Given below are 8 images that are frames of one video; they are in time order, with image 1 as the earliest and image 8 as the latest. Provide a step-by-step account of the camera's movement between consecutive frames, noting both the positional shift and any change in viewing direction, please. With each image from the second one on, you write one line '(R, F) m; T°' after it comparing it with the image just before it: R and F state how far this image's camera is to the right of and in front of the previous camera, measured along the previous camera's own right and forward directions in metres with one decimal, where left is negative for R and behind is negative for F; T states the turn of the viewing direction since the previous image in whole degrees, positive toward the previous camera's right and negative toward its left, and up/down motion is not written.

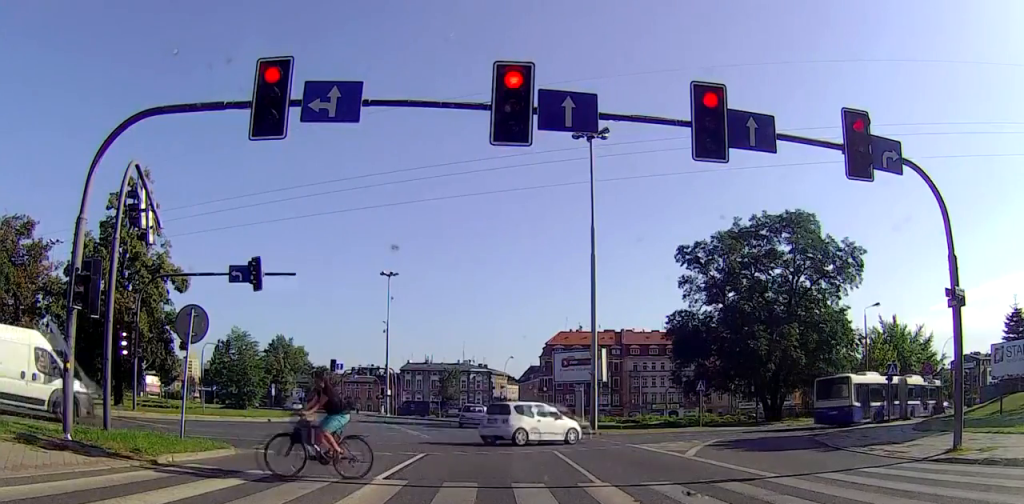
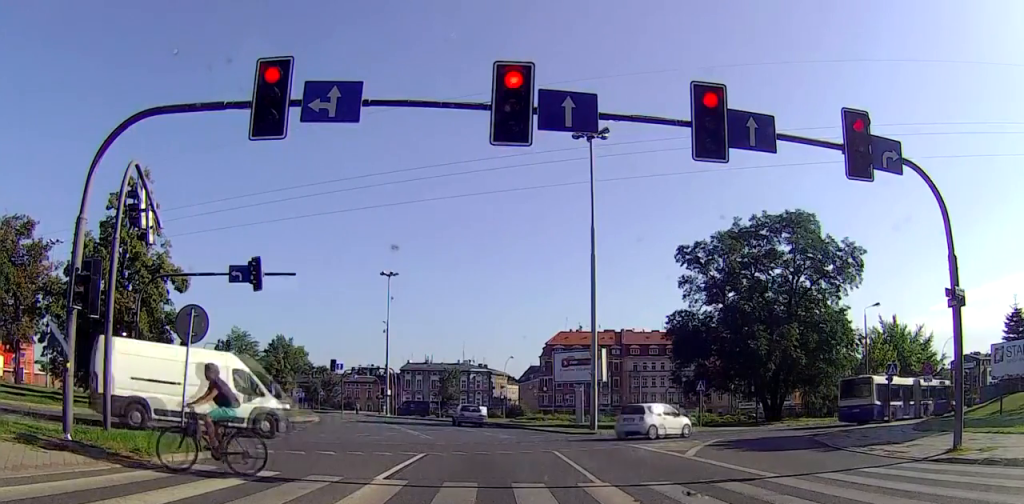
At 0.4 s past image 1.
(0.0, 0.0) m; 0°
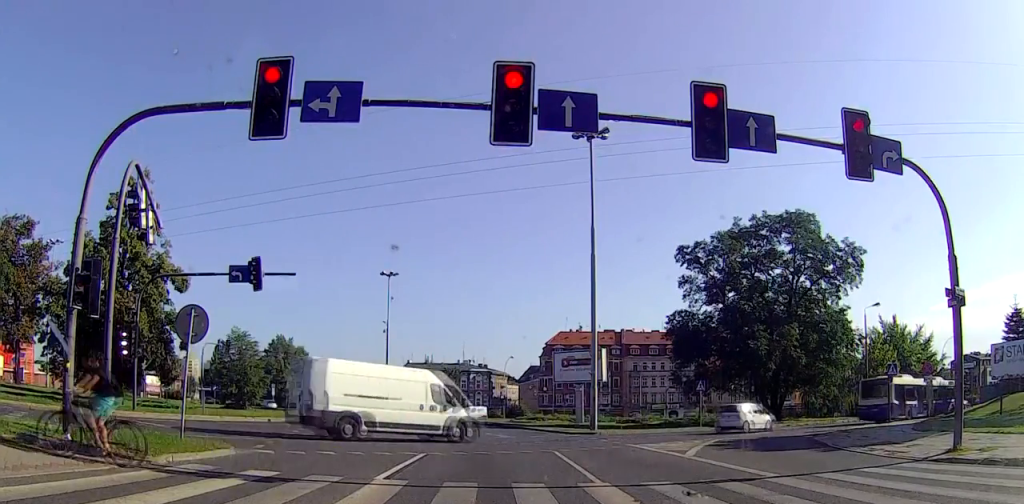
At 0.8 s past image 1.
(0.0, 0.0) m; 0°
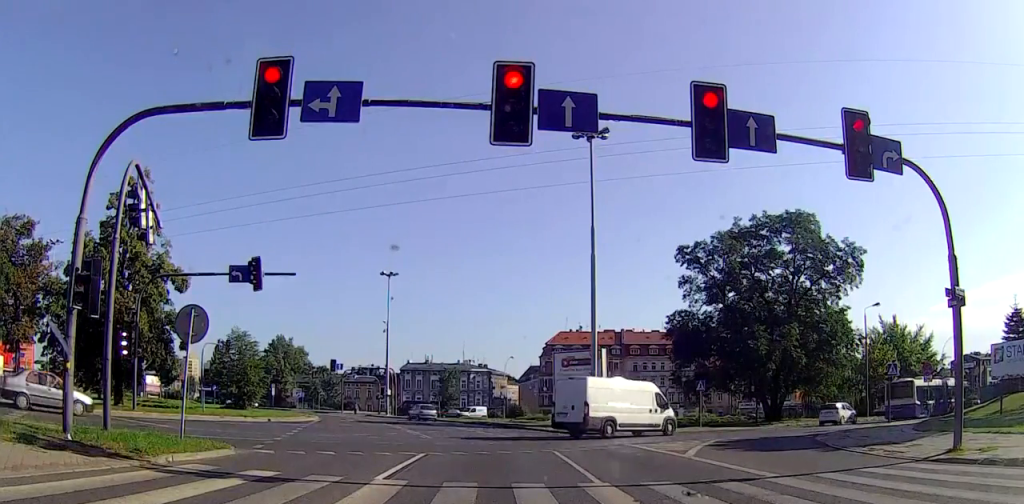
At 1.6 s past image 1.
(0.0, 0.0) m; 0°
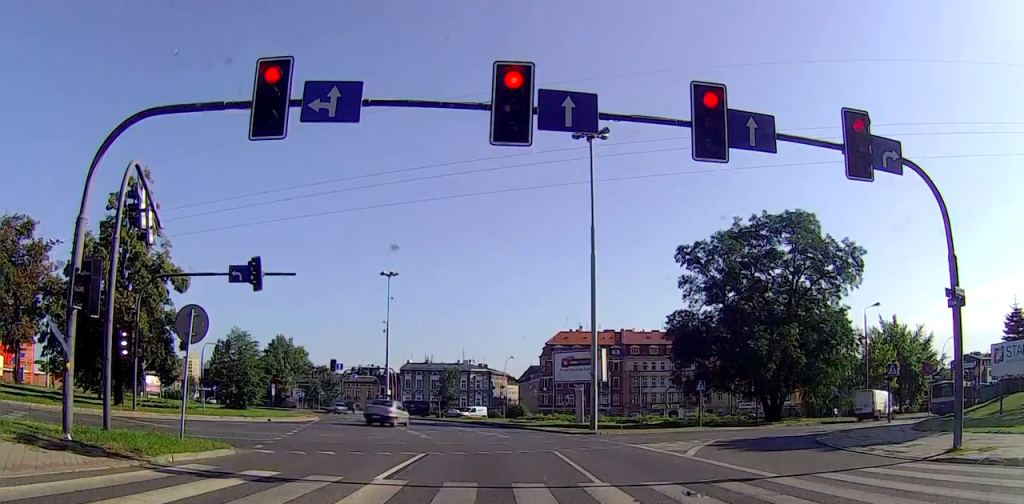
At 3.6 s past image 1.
(0.0, 0.0) m; 0°
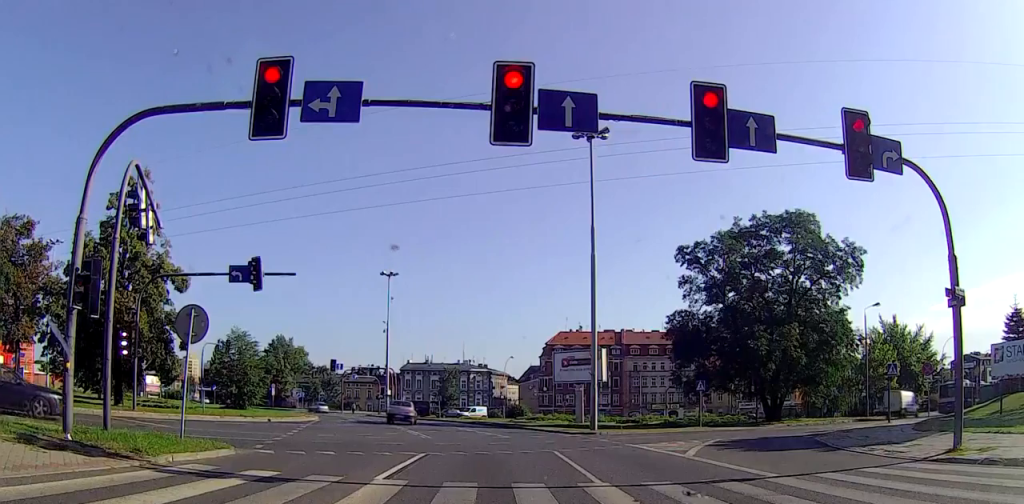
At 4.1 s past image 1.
(0.0, 0.0) m; 0°
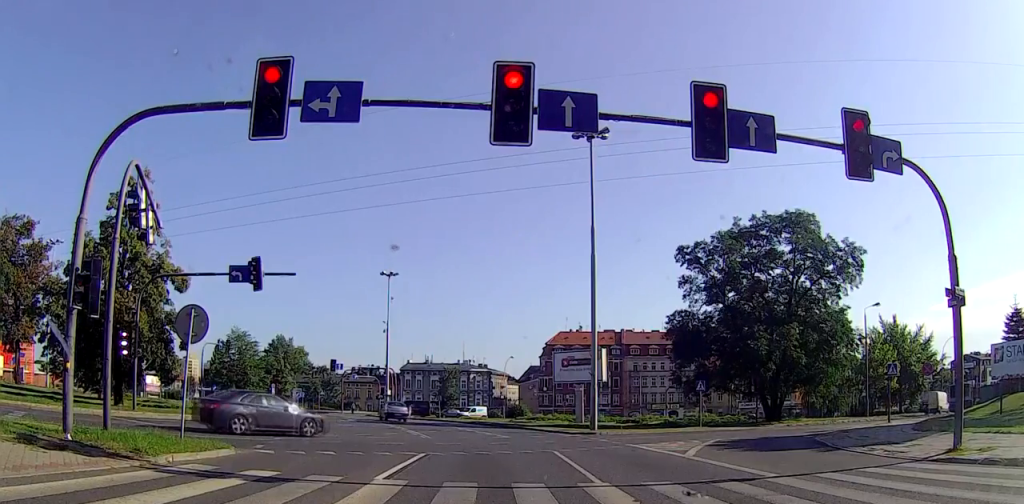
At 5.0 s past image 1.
(0.0, 0.0) m; 0°
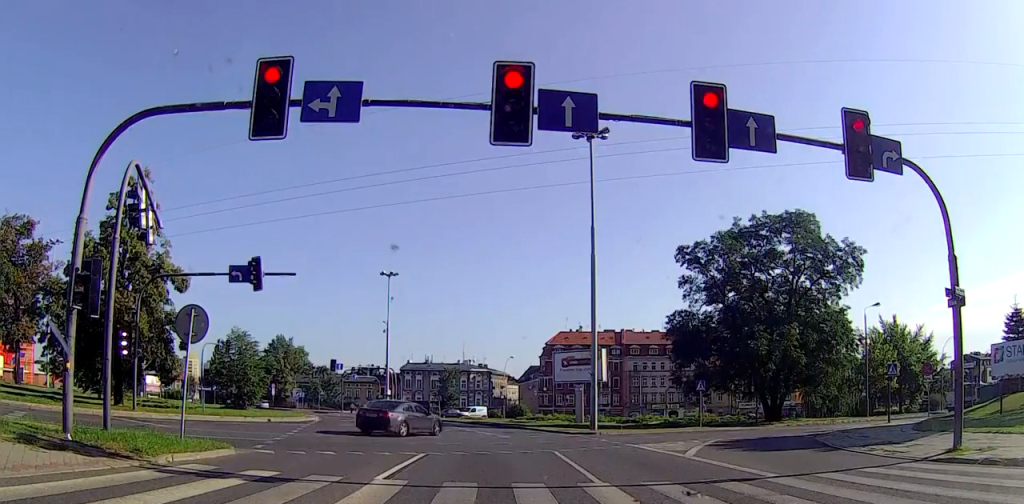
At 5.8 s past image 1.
(0.0, 0.0) m; 0°
